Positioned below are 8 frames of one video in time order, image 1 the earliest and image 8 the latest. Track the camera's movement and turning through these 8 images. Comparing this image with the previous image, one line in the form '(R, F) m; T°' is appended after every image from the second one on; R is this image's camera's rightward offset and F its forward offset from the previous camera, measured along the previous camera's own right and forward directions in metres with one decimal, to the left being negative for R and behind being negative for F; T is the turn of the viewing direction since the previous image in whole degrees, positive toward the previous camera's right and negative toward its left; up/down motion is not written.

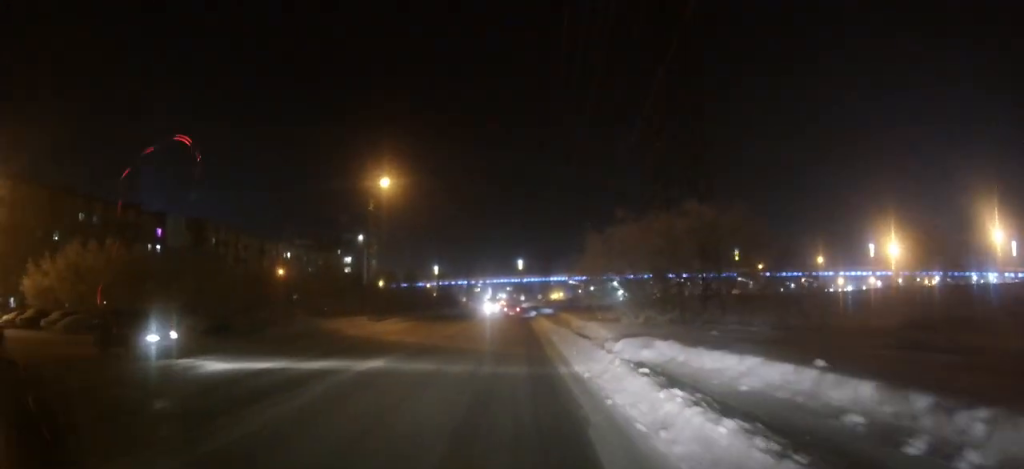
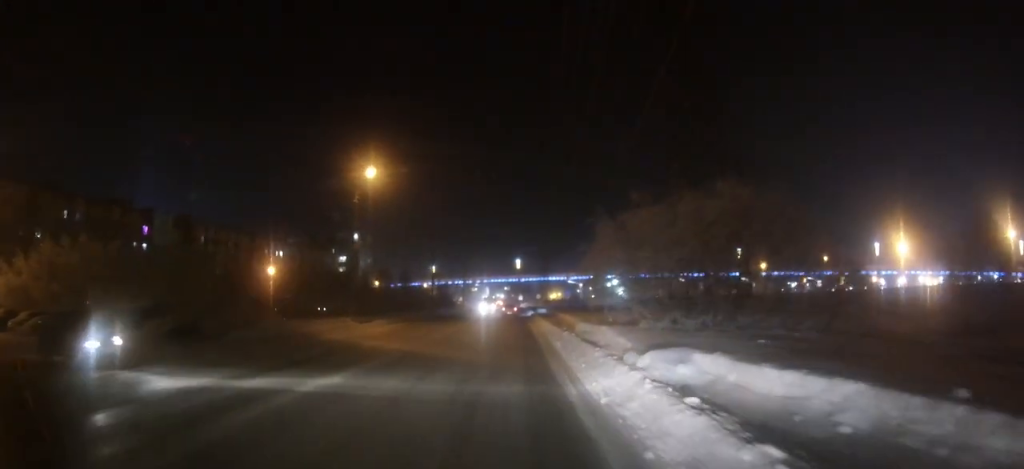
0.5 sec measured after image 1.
(0.0, +4.0) m; 0°
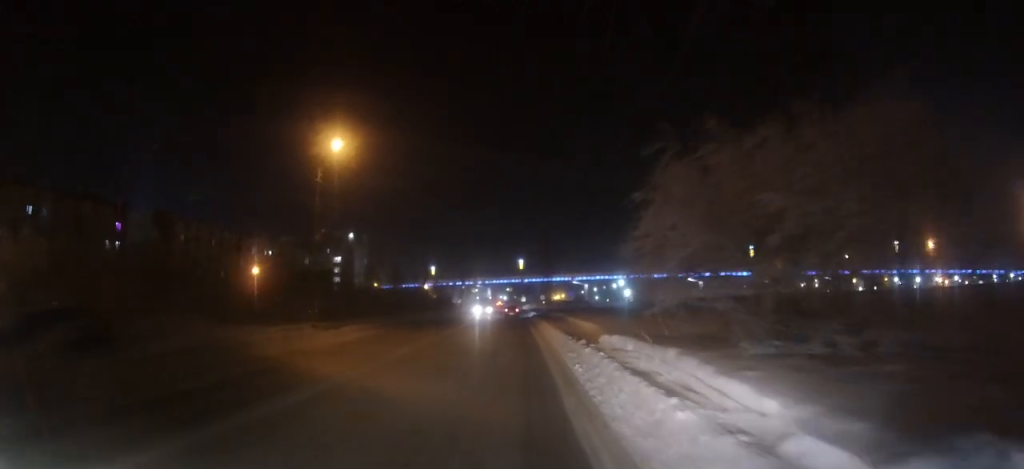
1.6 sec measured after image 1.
(+0.1, +9.1) m; 0°
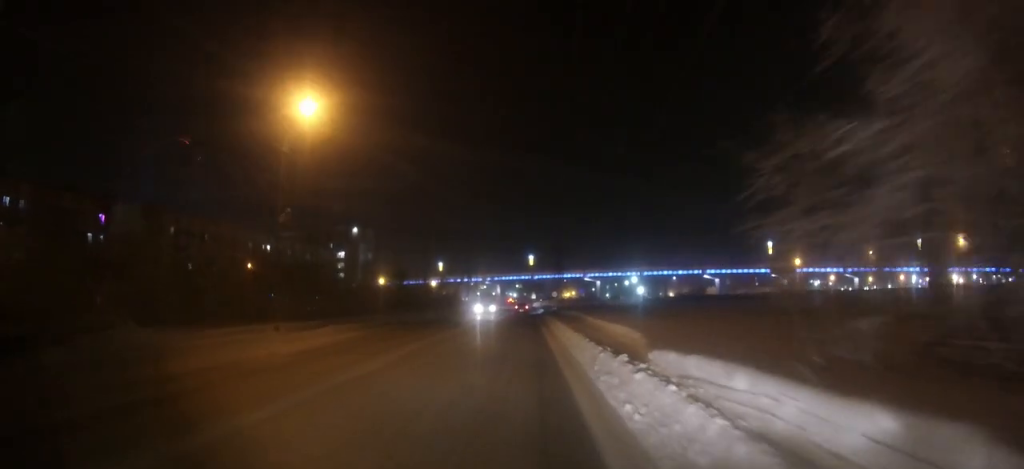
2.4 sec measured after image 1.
(0.0, +7.1) m; -1°
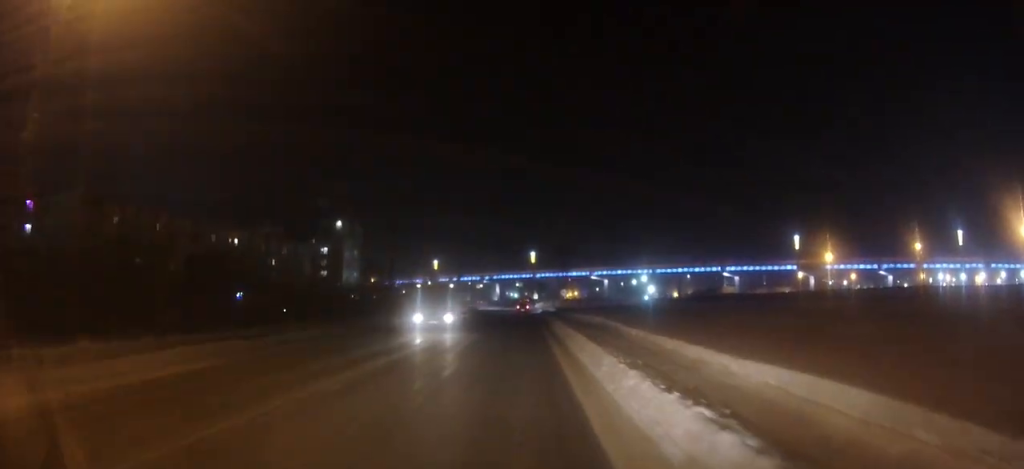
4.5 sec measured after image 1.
(-0.1, +18.1) m; 0°
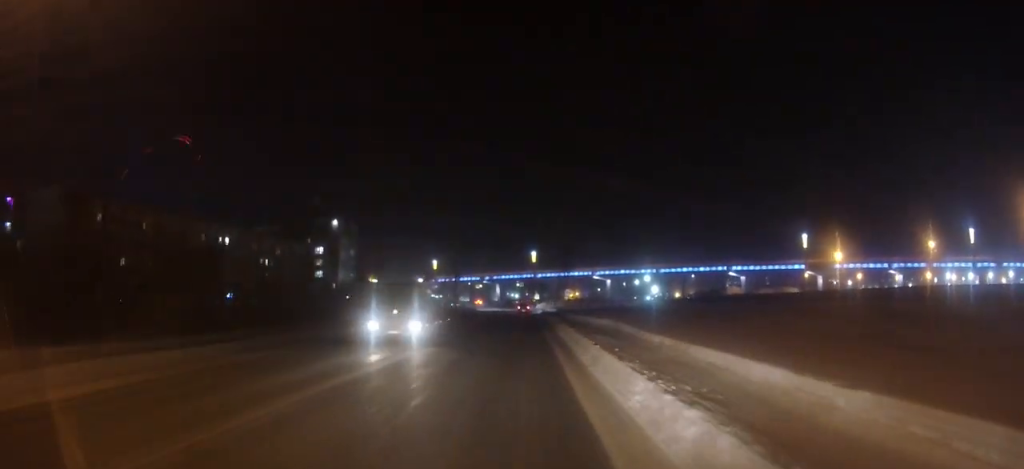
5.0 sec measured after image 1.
(0.0, +4.6) m; 0°
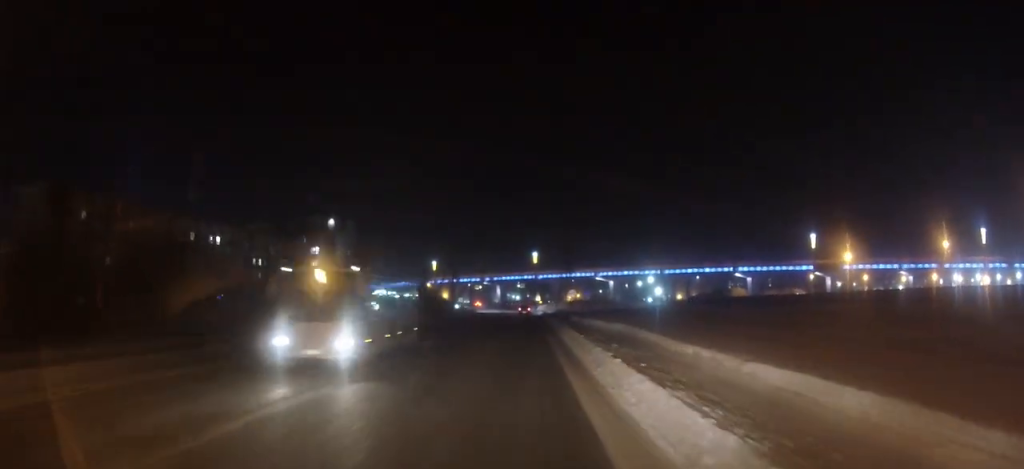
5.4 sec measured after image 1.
(0.0, +4.4) m; 0°
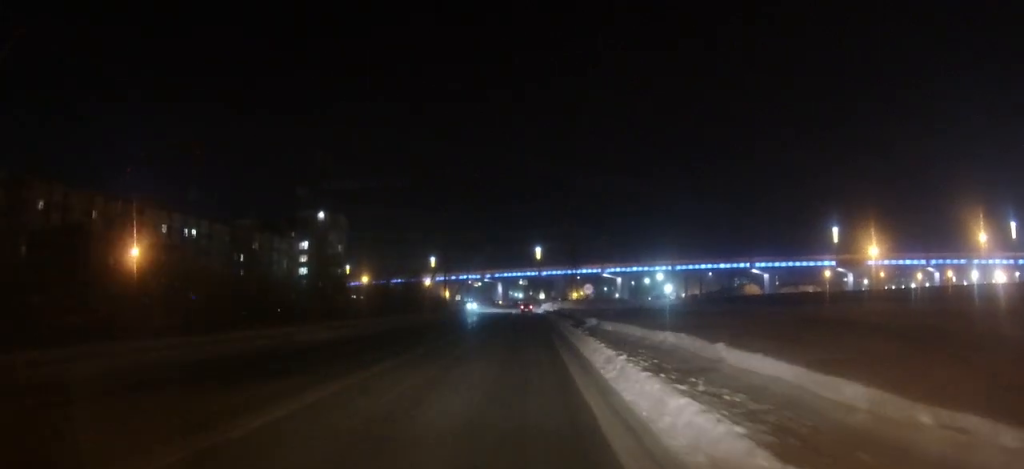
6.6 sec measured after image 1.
(-0.1, +10.9) m; 0°
